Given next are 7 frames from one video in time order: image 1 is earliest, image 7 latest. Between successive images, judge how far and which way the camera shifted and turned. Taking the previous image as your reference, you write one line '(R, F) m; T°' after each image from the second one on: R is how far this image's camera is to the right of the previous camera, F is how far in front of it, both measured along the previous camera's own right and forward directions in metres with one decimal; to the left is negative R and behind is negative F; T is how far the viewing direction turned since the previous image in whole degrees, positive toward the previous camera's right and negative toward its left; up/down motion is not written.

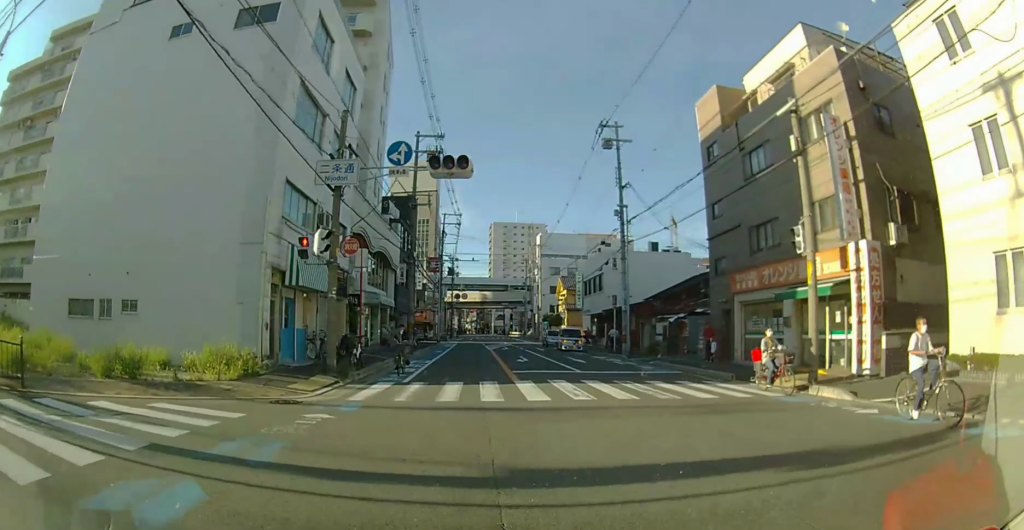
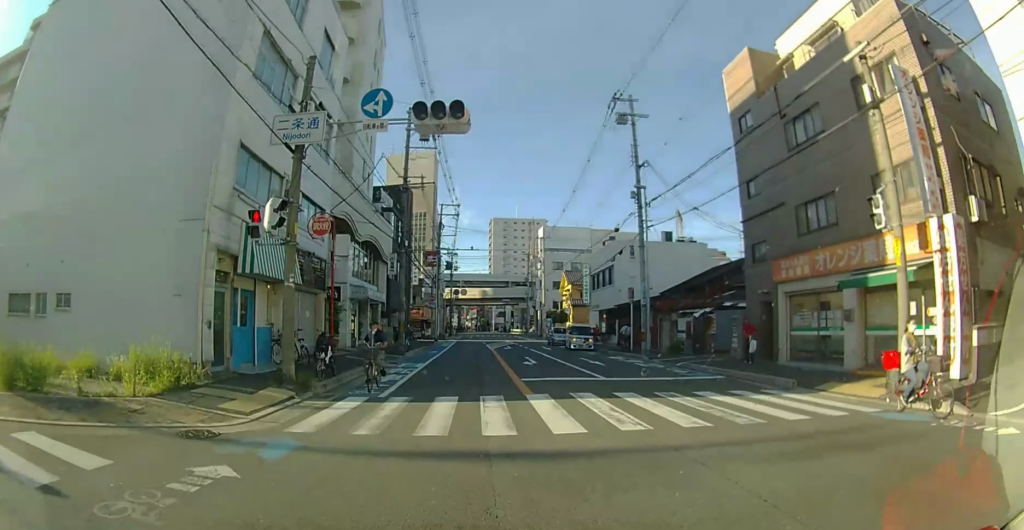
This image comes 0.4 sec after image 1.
(0.0, +3.6) m; 0°
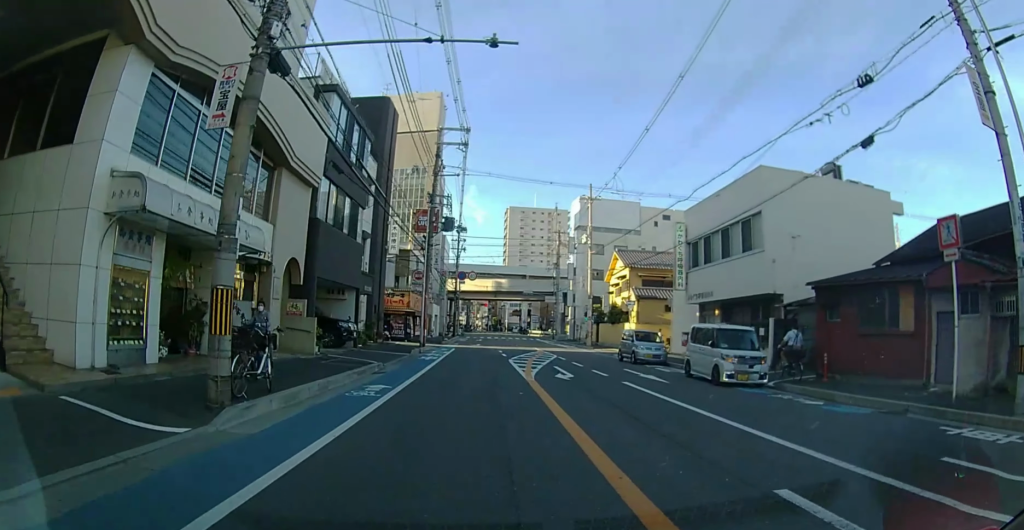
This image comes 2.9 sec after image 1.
(0.0, +20.6) m; 0°
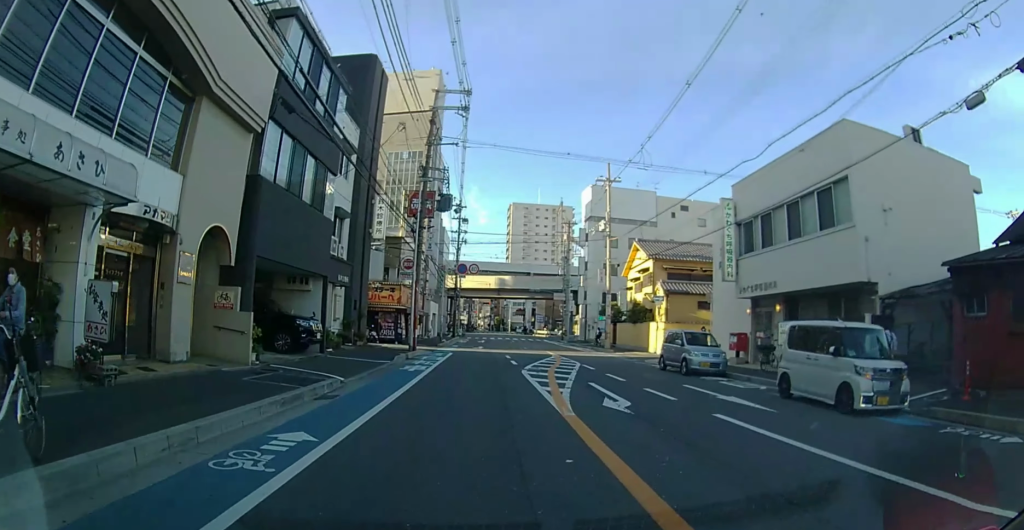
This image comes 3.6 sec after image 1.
(0.0, +5.8) m; 0°
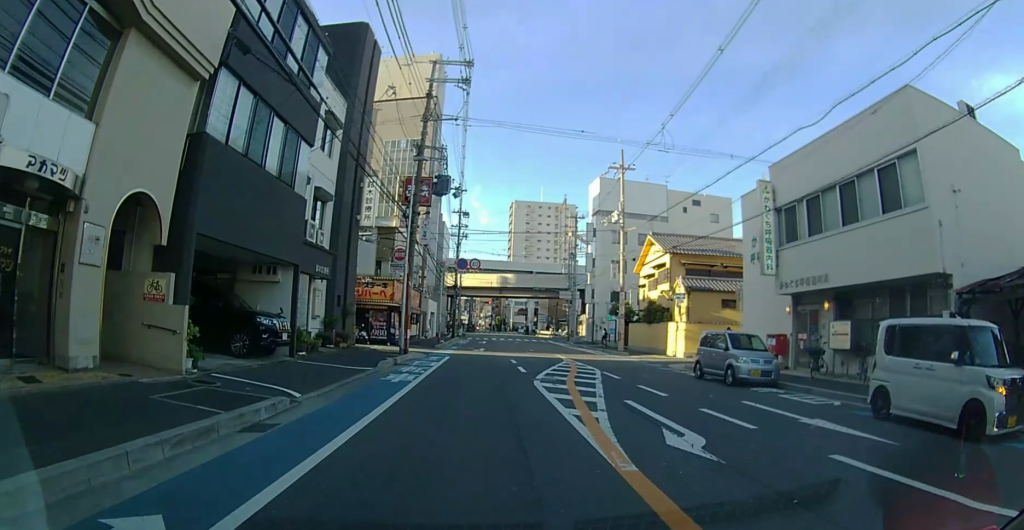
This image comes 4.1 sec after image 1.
(0.0, +3.6) m; 0°
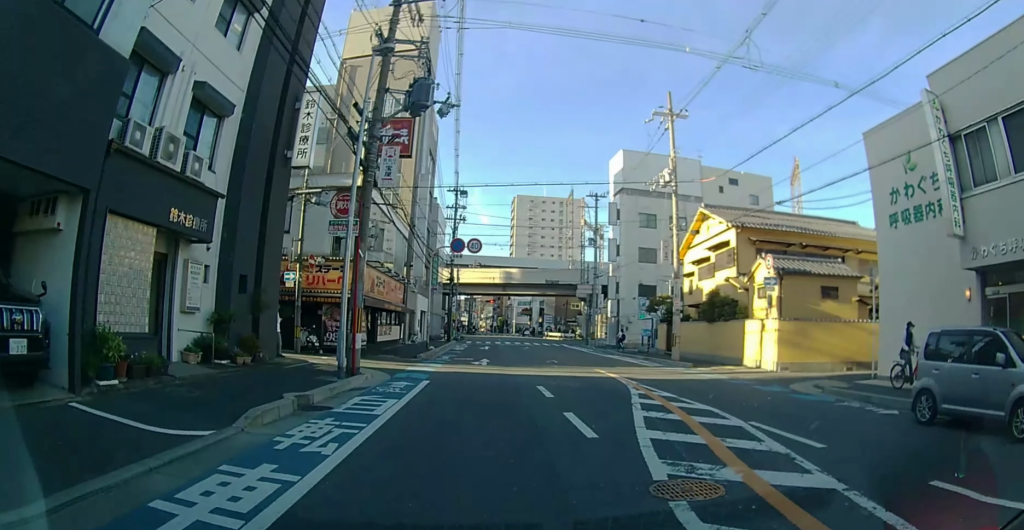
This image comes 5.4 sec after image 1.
(+0.1, +10.0) m; +1°
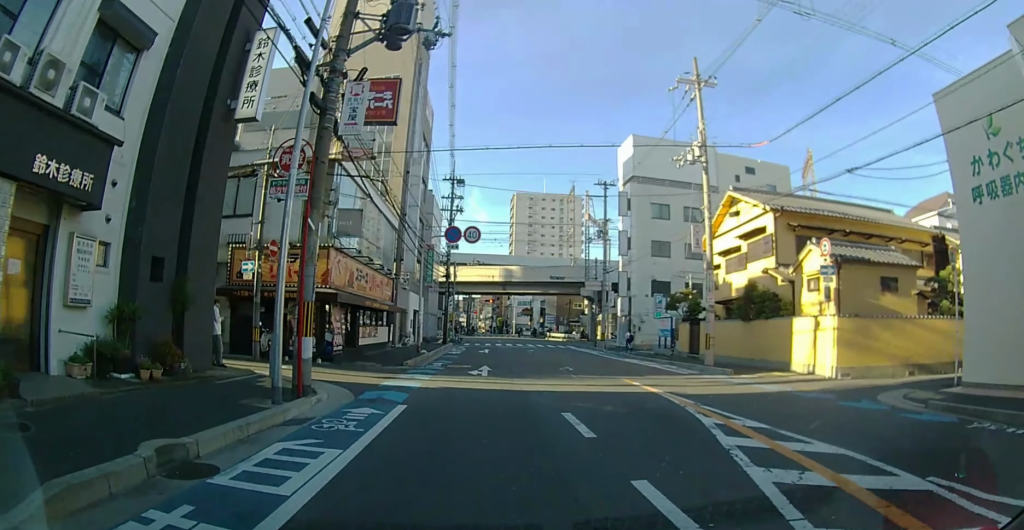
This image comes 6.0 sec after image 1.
(0.0, +4.2) m; 0°
